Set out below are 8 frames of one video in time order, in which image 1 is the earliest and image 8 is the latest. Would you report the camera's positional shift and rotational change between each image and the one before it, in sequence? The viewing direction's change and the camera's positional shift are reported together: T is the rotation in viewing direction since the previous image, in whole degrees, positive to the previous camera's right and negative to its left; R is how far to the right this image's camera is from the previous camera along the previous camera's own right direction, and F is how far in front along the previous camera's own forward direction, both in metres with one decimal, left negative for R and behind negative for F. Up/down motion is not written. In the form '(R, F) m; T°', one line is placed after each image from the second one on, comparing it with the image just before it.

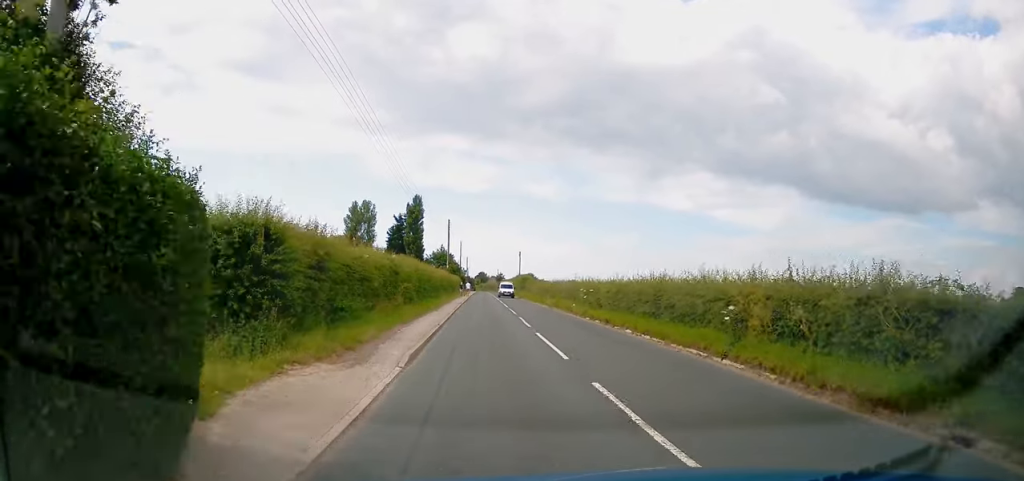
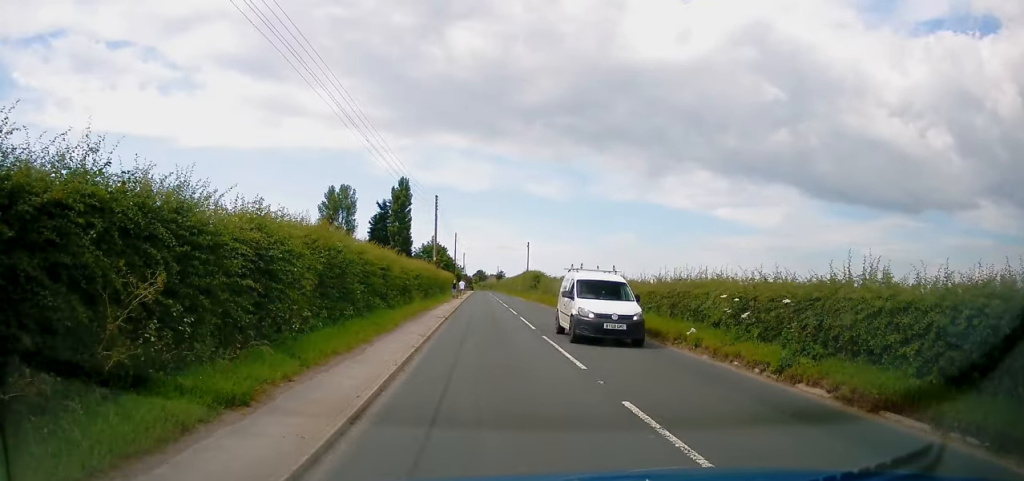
(-0.1, +19.2) m; 0°
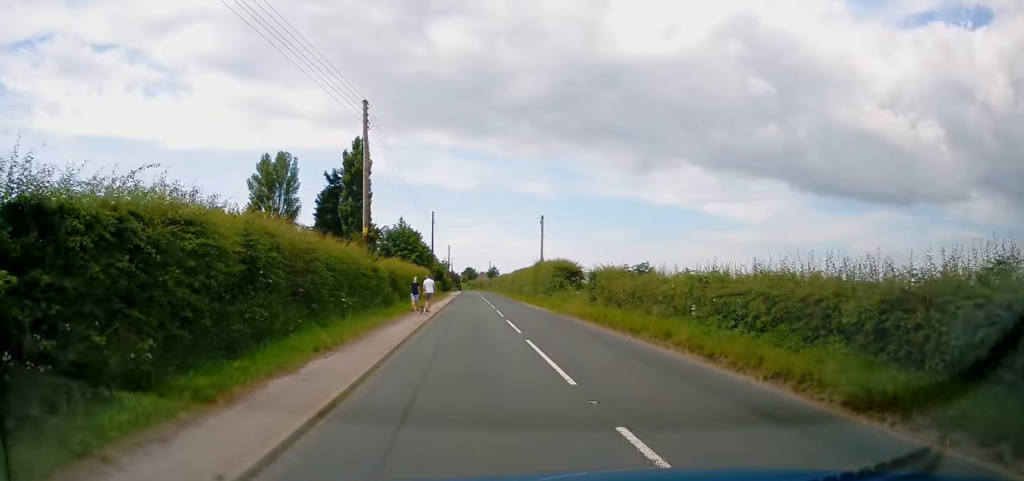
(+0.5, +29.0) m; +1°
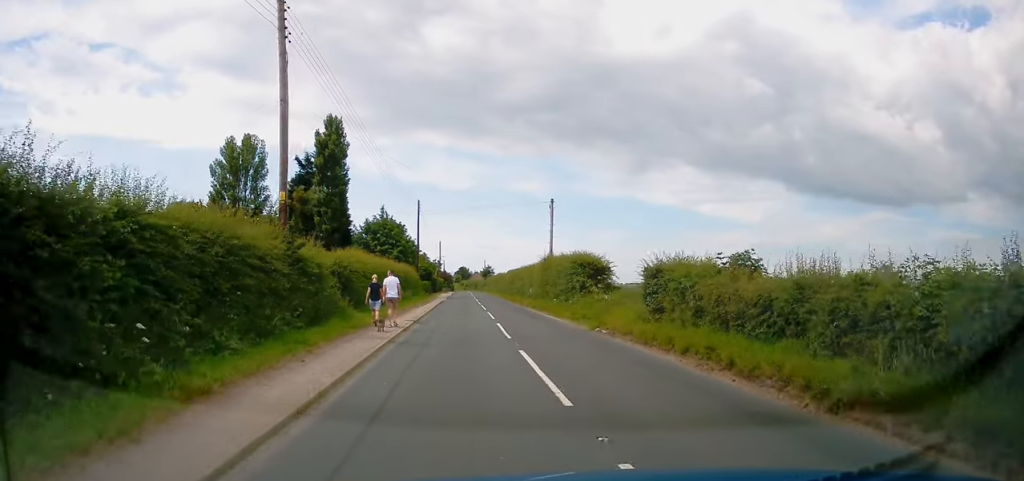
(0.0, +10.2) m; 0°
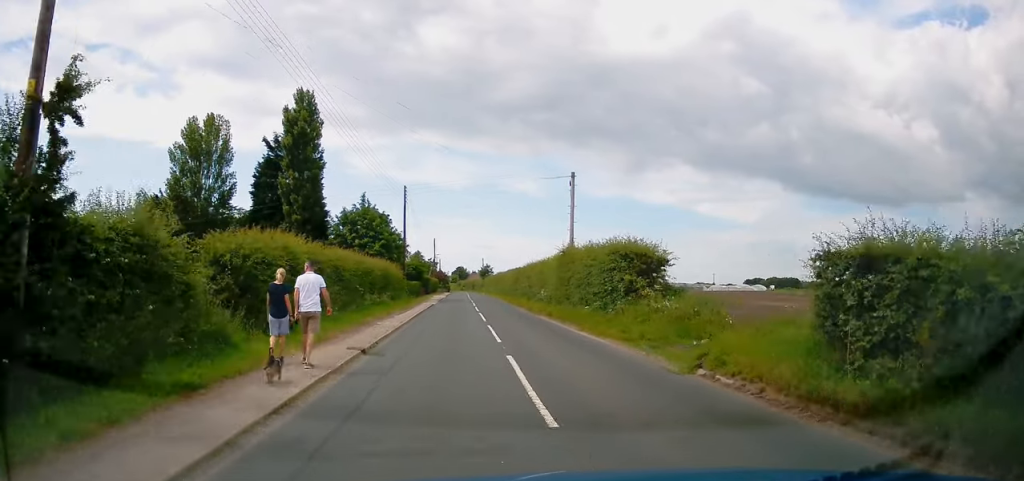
(0.0, +9.7) m; -1°
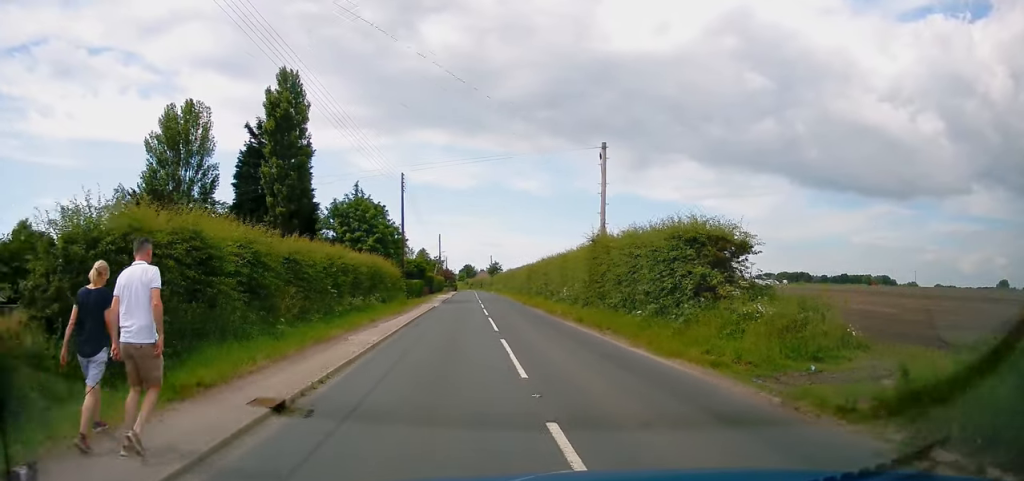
(+0.1, +5.9) m; -1°
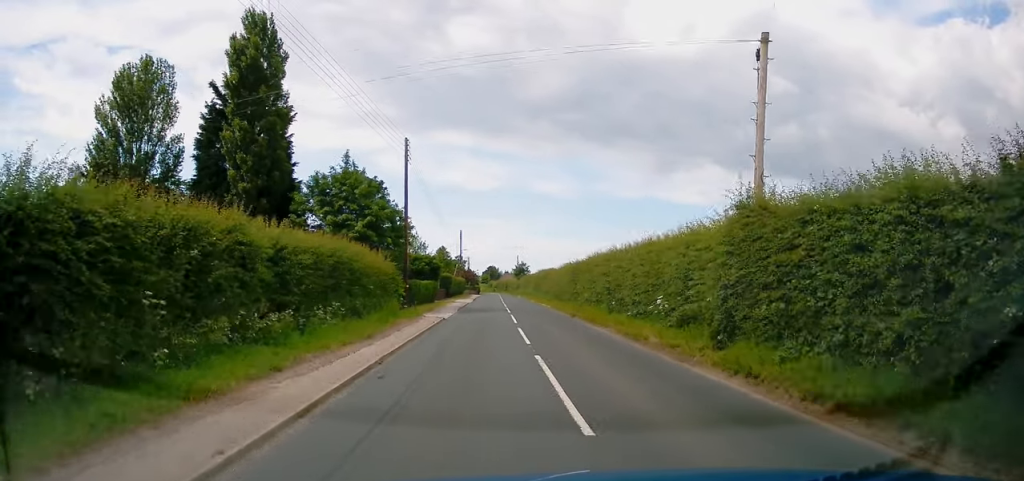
(-0.3, +12.0) m; 0°
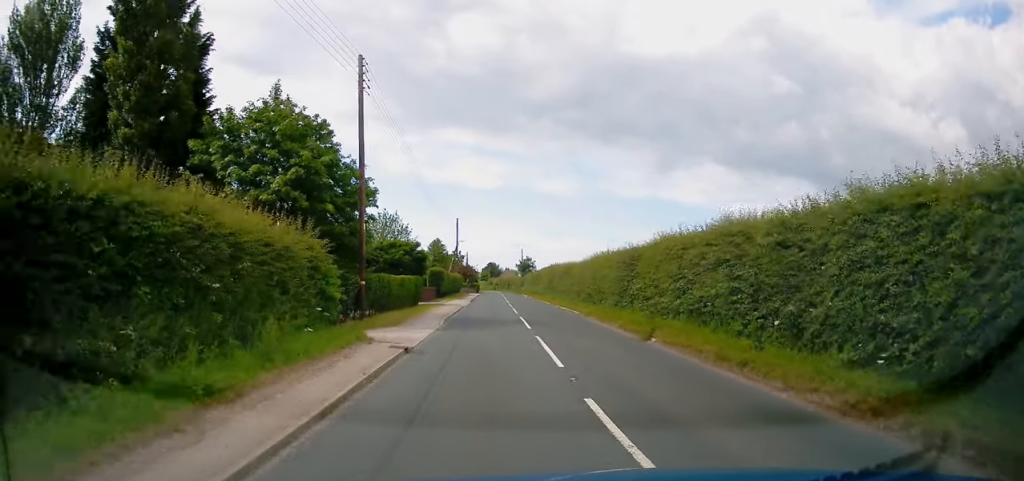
(+0.1, +13.0) m; 0°
